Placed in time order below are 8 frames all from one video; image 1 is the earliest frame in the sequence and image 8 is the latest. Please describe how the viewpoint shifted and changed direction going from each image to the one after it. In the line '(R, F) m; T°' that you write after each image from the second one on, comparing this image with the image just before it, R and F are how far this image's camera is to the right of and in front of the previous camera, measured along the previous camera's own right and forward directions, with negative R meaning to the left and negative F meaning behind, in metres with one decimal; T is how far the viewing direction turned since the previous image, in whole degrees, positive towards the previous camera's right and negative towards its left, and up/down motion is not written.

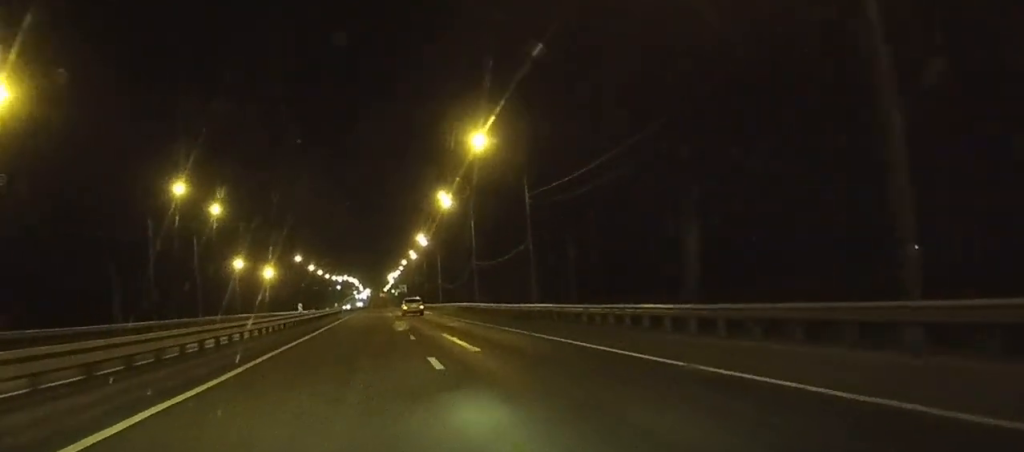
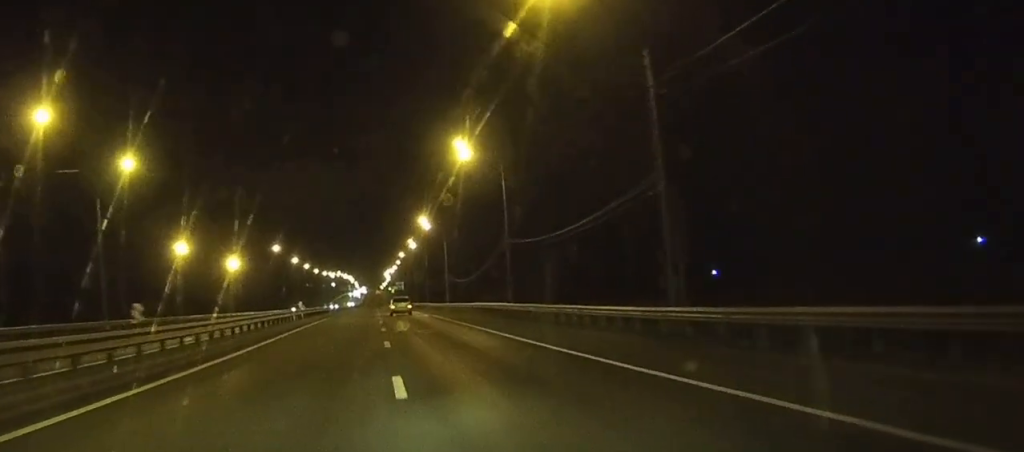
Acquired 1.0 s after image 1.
(+0.1, +28.0) m; 0°
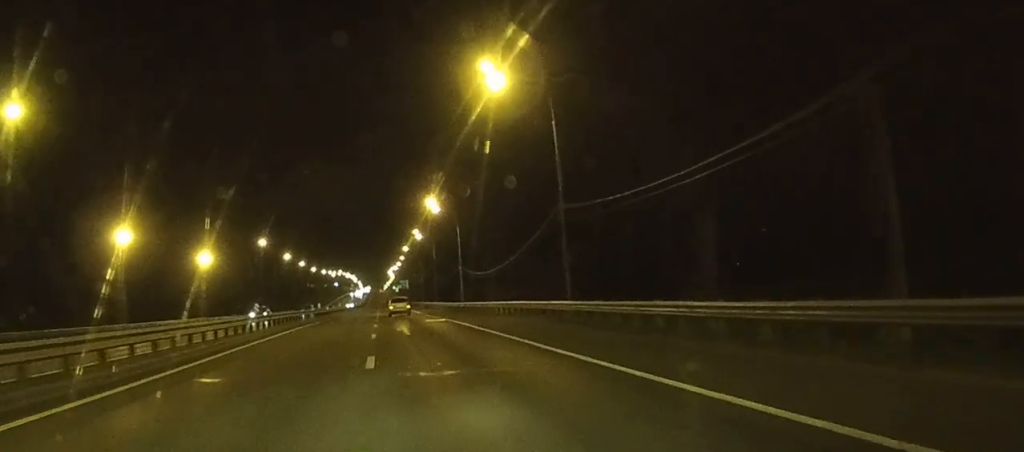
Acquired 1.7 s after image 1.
(0.0, +18.9) m; 0°
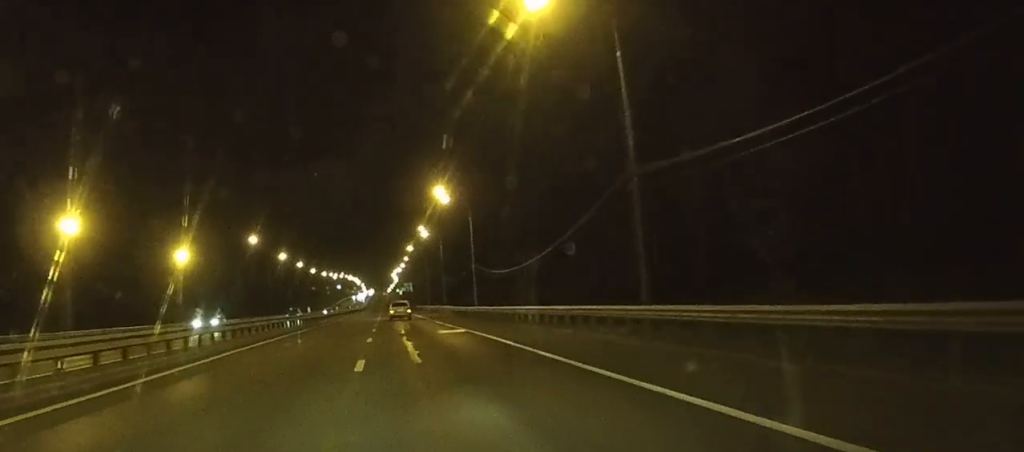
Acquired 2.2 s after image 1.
(0.0, +11.7) m; 0°
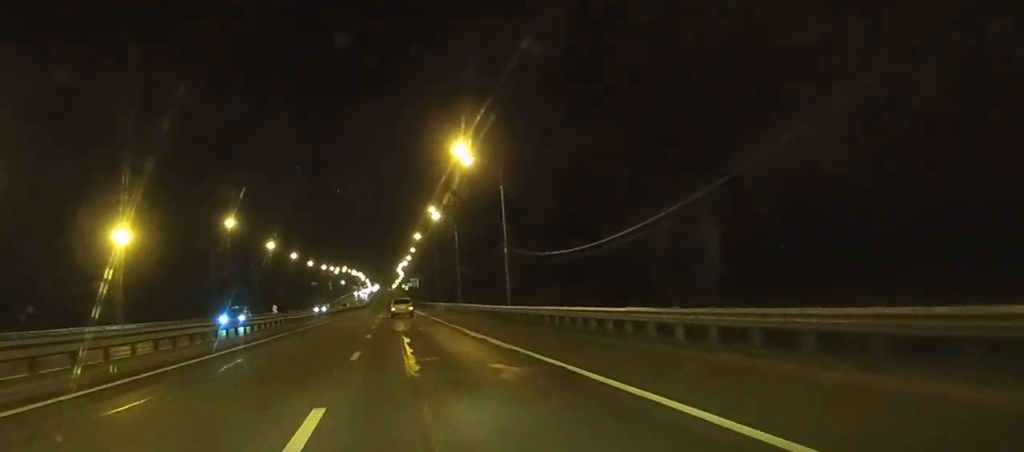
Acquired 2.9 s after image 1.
(-0.1, +20.4) m; 0°
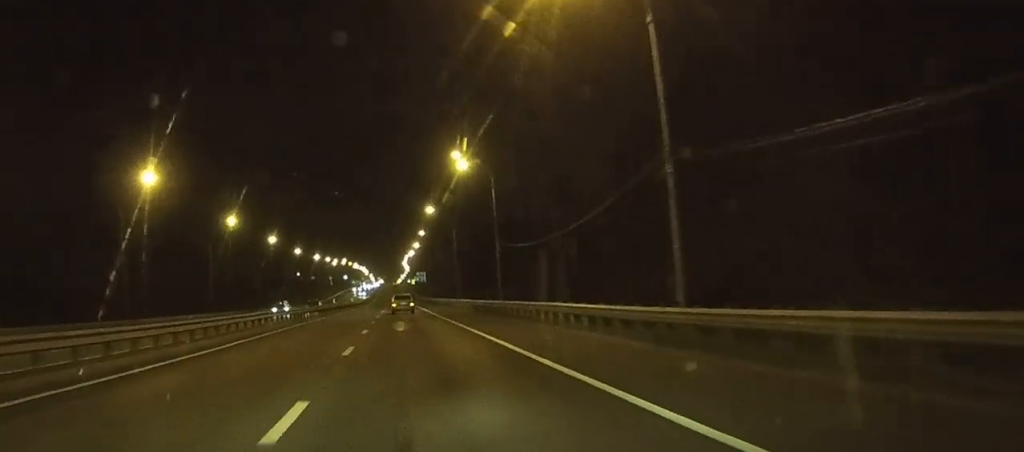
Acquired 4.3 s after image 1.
(-0.1, +35.2) m; 0°
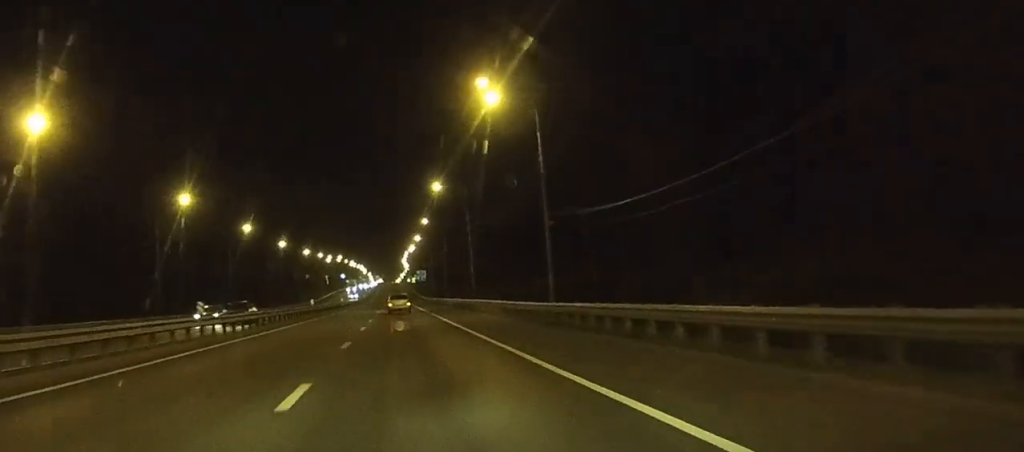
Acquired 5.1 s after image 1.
(0.0, +21.6) m; 0°
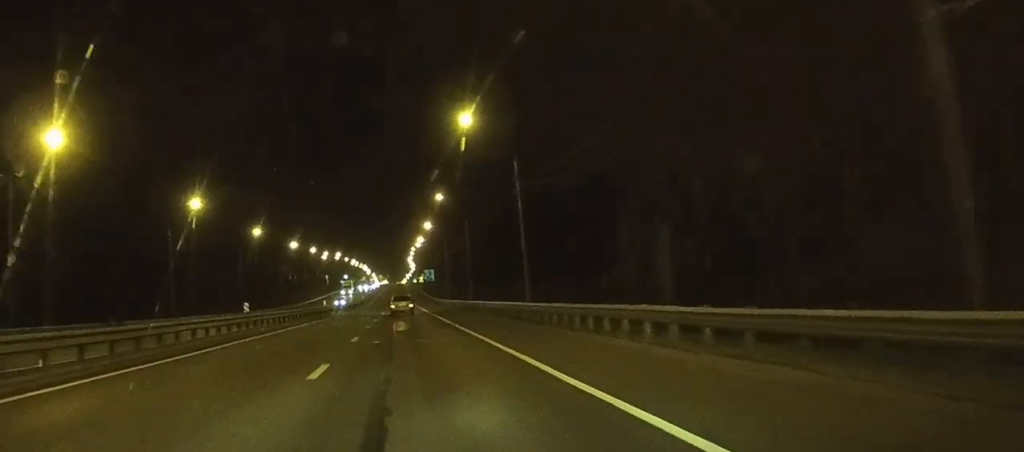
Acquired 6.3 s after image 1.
(-0.1, +31.3) m; 0°
